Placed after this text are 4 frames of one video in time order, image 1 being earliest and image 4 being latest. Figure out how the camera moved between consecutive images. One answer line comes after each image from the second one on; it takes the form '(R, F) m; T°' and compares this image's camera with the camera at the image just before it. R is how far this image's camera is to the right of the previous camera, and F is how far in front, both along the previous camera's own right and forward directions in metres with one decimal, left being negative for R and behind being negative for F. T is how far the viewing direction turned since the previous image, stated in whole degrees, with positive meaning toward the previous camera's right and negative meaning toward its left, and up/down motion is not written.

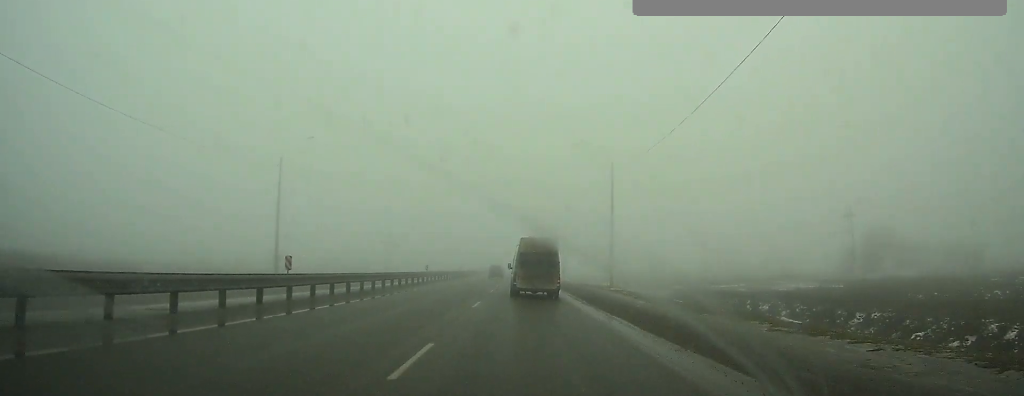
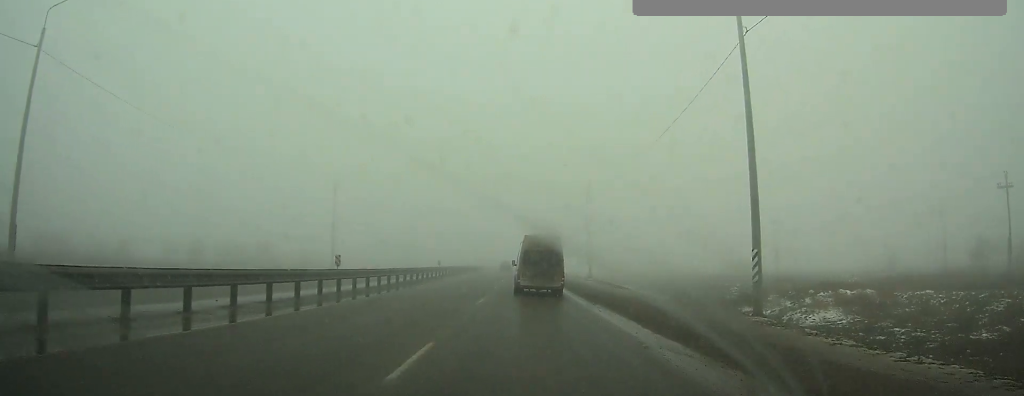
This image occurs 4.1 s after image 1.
(-0.9, +68.7) m; -1°
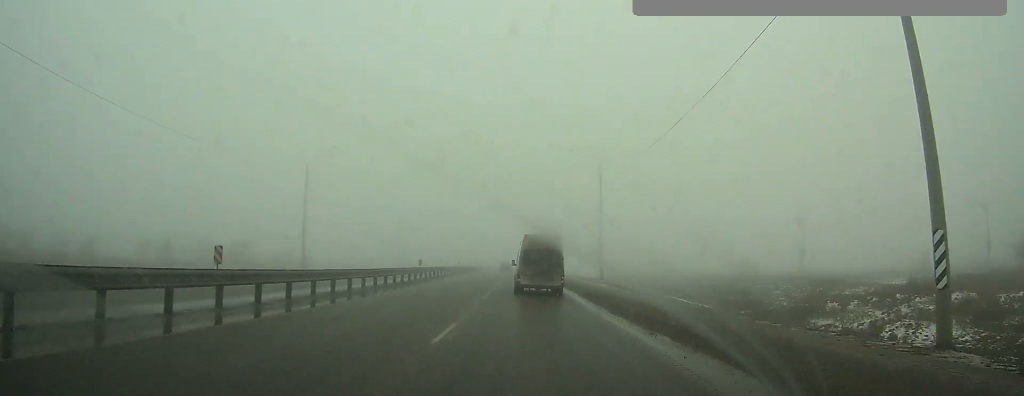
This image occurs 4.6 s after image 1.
(0.0, +9.3) m; 0°
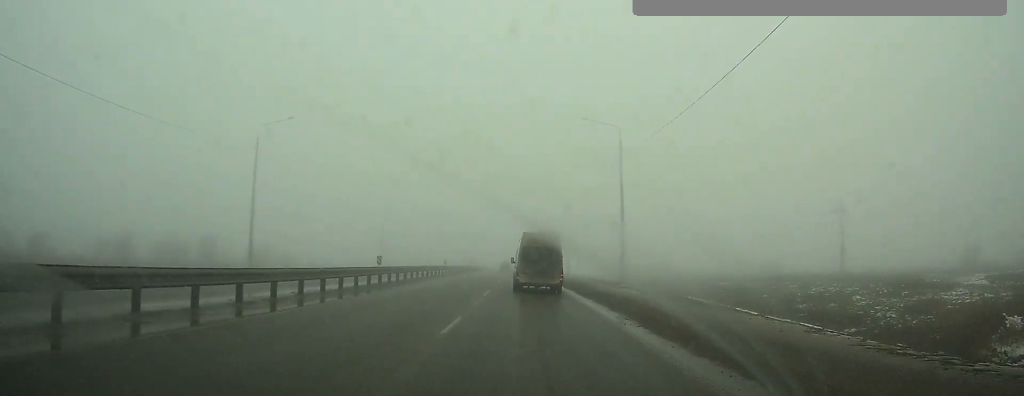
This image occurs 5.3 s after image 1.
(0.0, +10.8) m; 0°
